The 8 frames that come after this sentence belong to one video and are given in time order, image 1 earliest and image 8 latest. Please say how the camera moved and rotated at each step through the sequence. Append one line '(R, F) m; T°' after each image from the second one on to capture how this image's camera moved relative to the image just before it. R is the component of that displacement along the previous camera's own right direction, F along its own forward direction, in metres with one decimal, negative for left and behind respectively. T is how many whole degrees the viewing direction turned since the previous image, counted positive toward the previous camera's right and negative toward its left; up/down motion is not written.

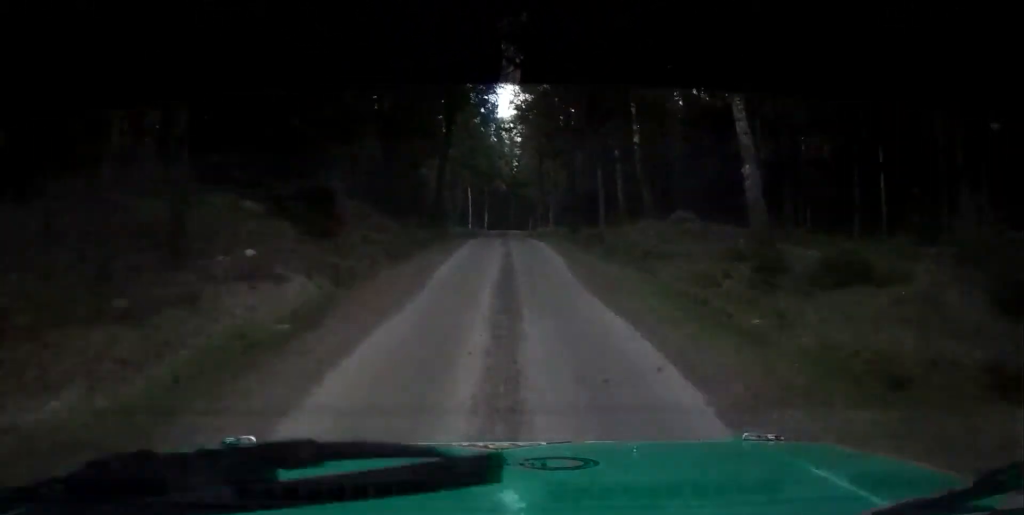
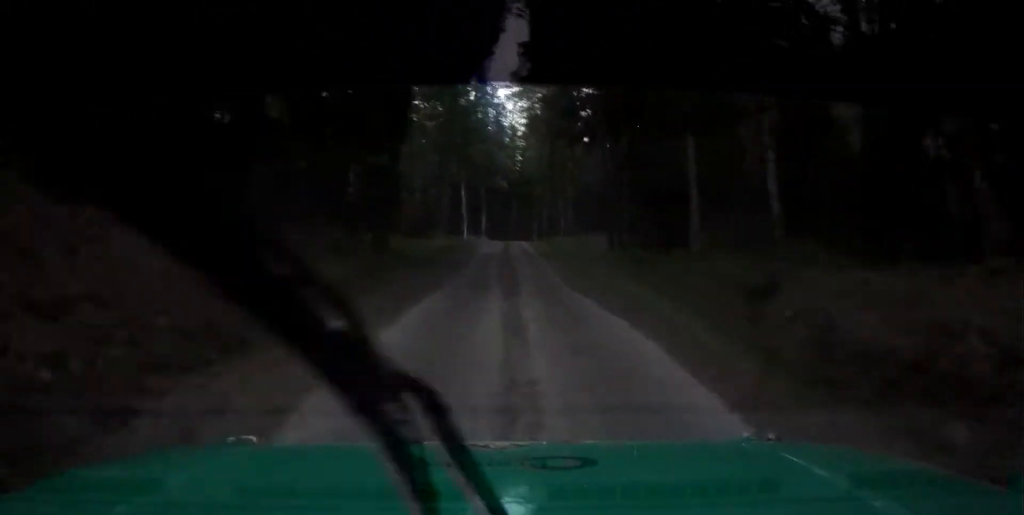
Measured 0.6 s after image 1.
(+0.1, +20.6) m; +1°
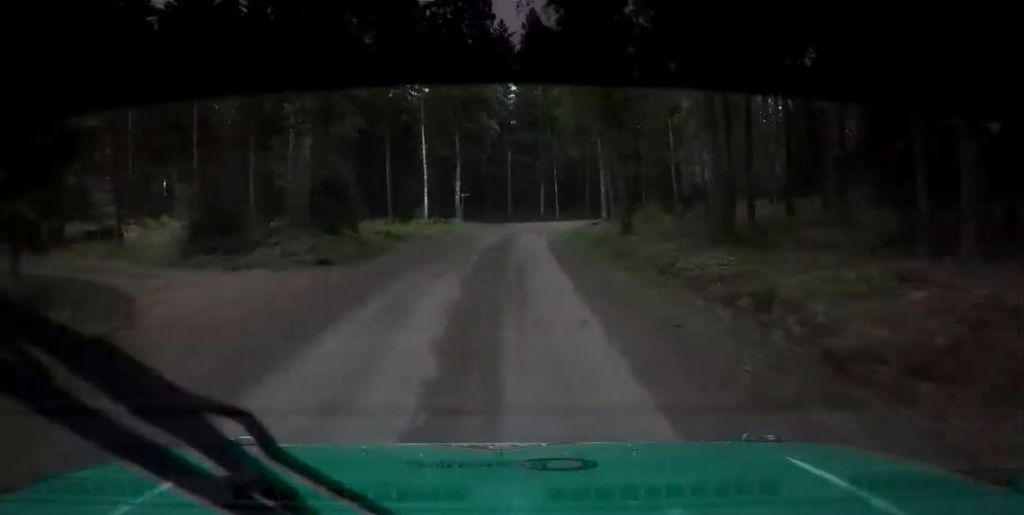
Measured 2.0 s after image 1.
(+1.1, +44.9) m; +2°
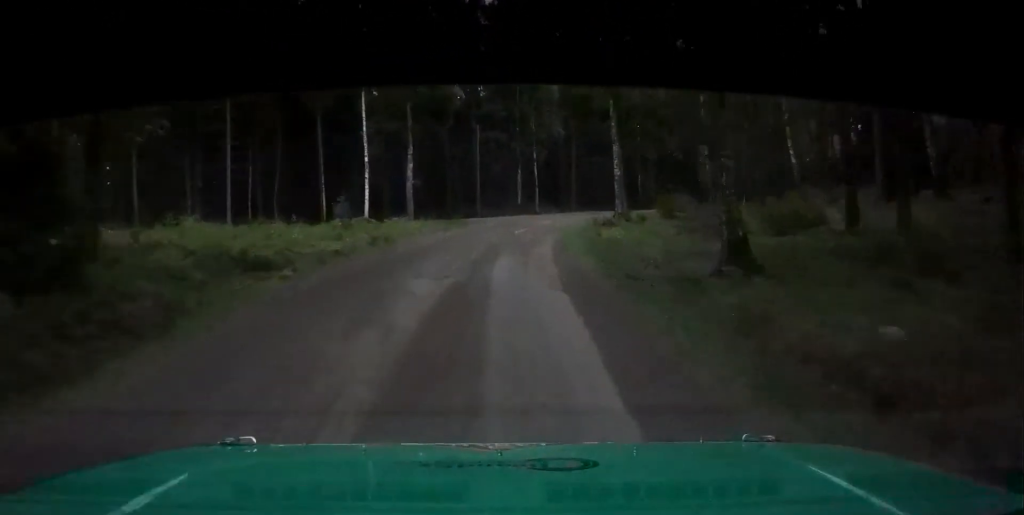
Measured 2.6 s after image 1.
(+0.1, +17.3) m; +1°
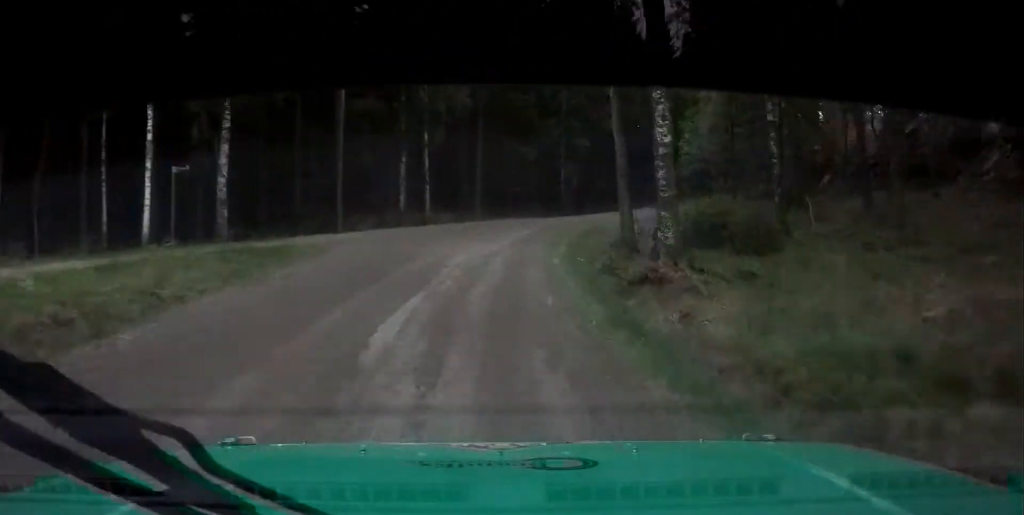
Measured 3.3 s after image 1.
(-0.2, +21.8) m; +2°
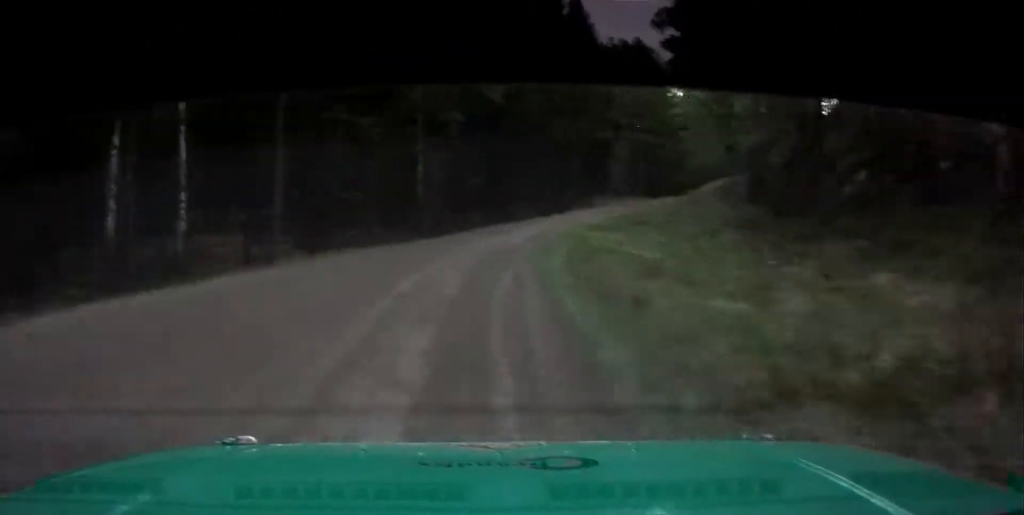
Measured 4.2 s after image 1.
(+1.1, +22.5) m; +6°
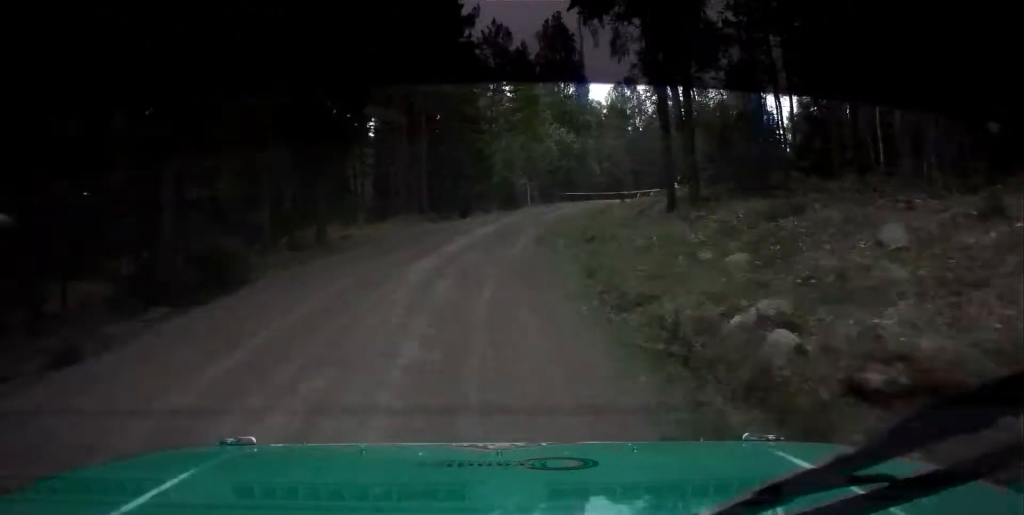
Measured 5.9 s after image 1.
(+7.0, +42.3) m; +22°
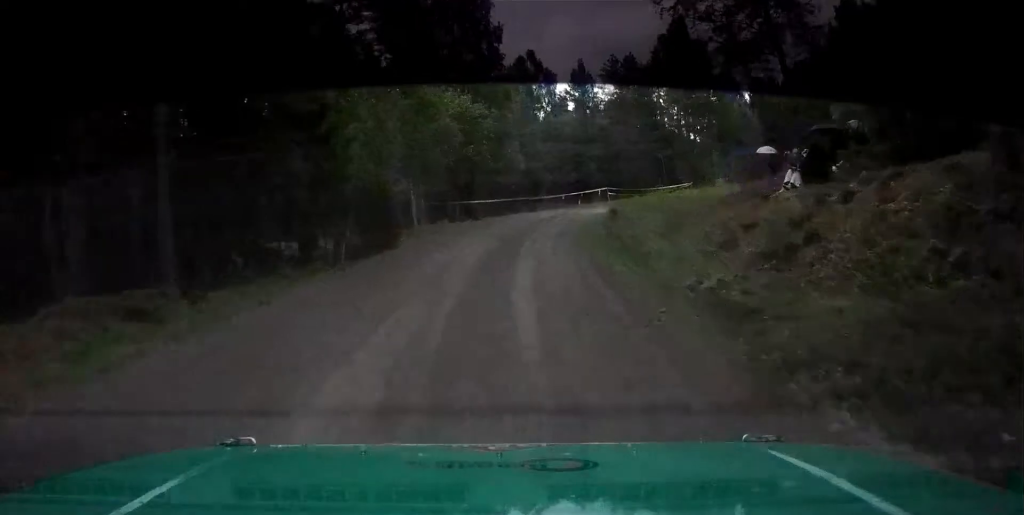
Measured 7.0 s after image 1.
(+4.1, +24.0) m; +18°
